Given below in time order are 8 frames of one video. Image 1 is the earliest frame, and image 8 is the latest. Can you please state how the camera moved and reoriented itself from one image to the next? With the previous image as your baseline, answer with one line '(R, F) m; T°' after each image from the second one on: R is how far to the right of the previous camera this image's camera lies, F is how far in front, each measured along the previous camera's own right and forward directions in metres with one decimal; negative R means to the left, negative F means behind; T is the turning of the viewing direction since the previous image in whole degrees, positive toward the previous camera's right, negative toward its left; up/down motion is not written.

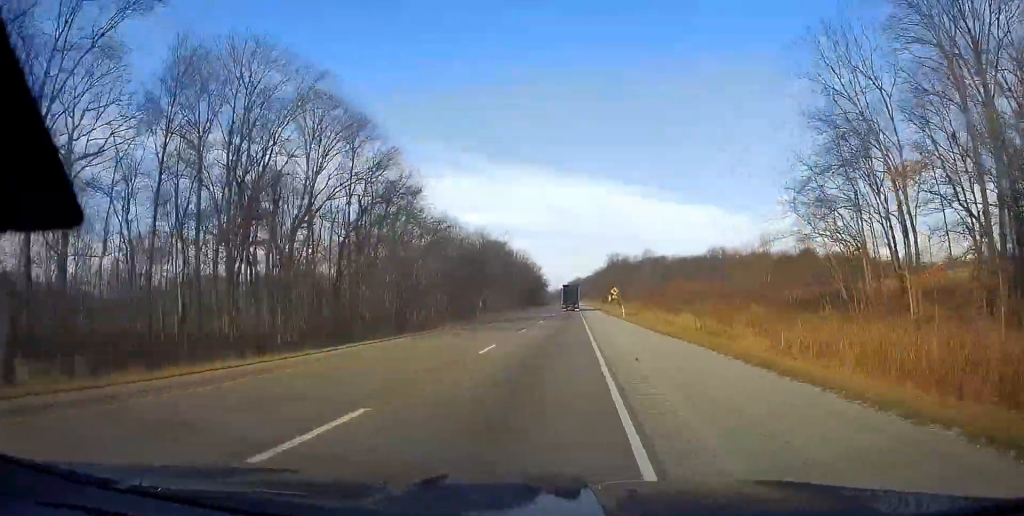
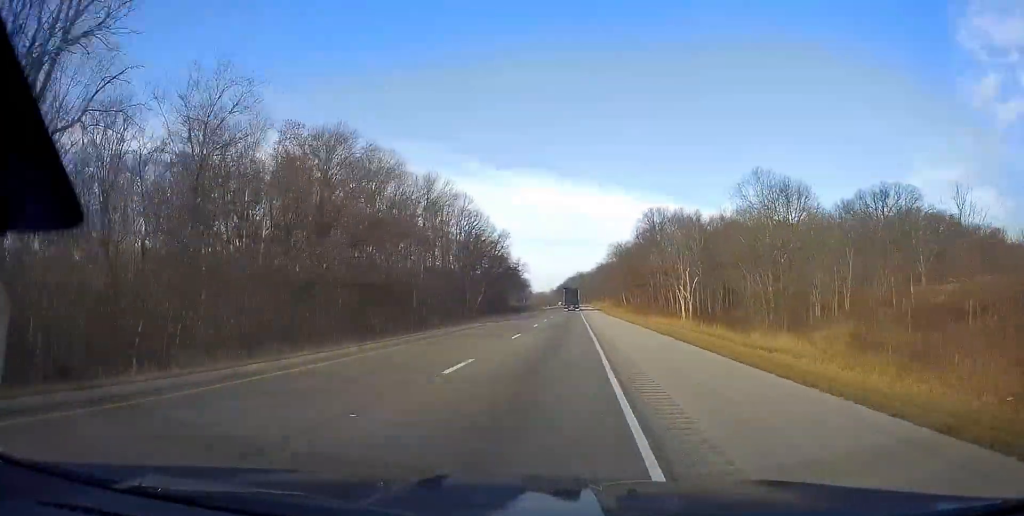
(-0.8, +164.6) m; 0°
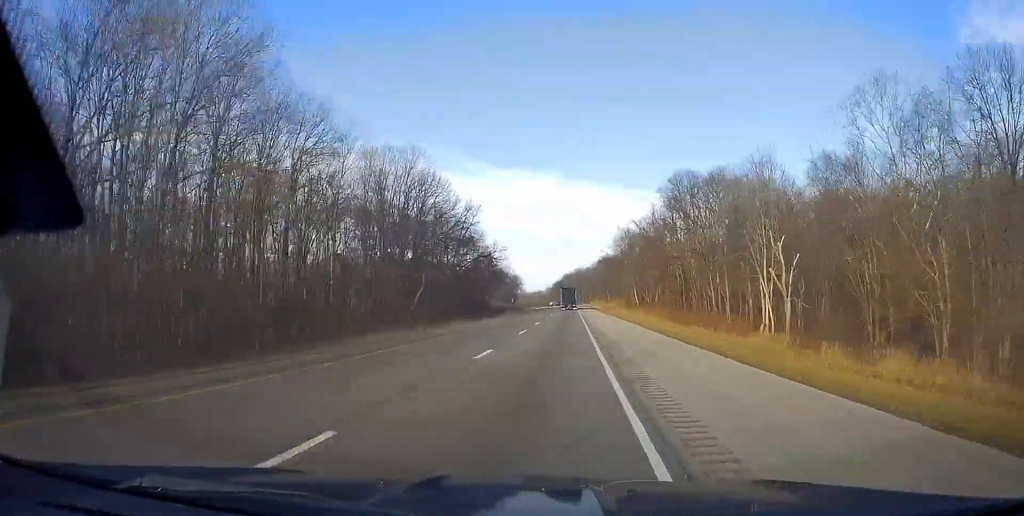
(-0.2, +45.5) m; 0°
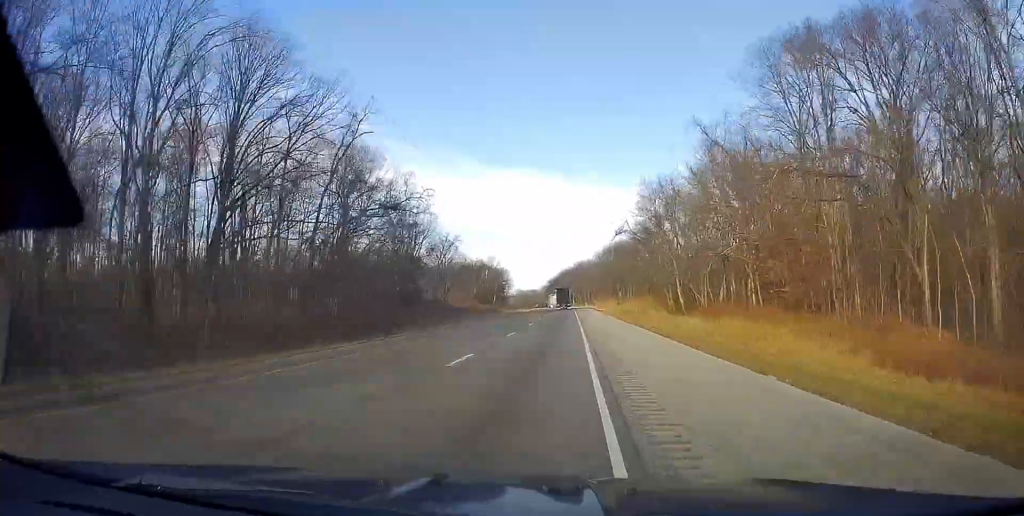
(-0.1, +62.9) m; 0°
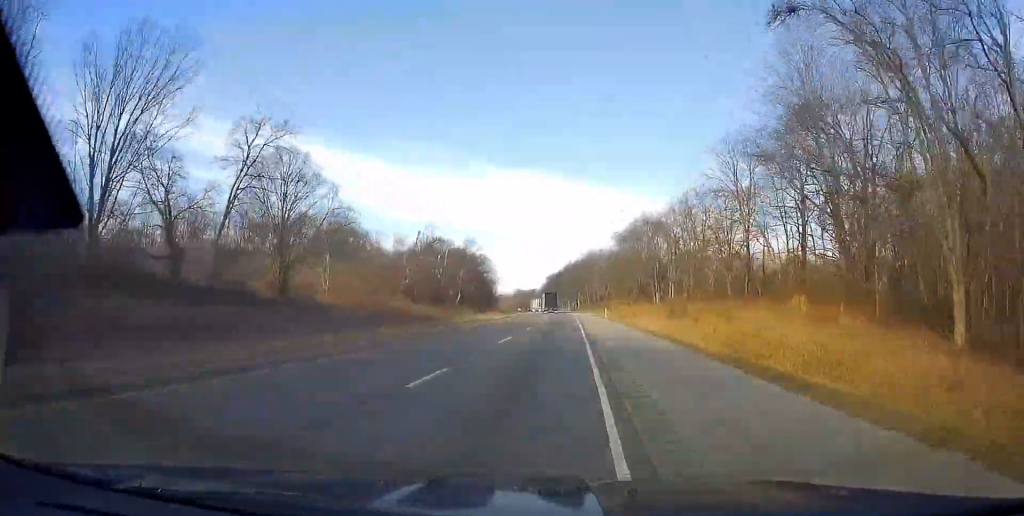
(+0.4, +75.8) m; 0°
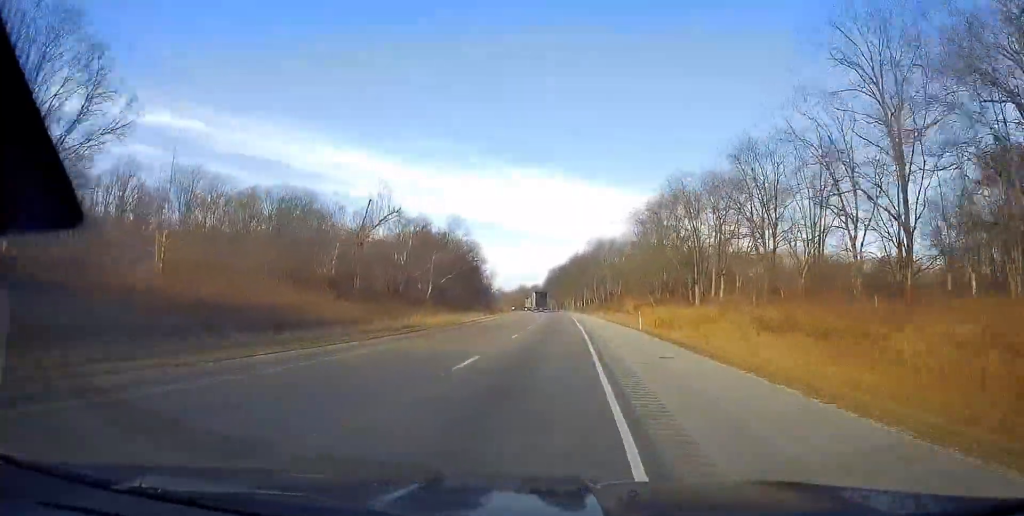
(-0.1, +33.6) m; 0°
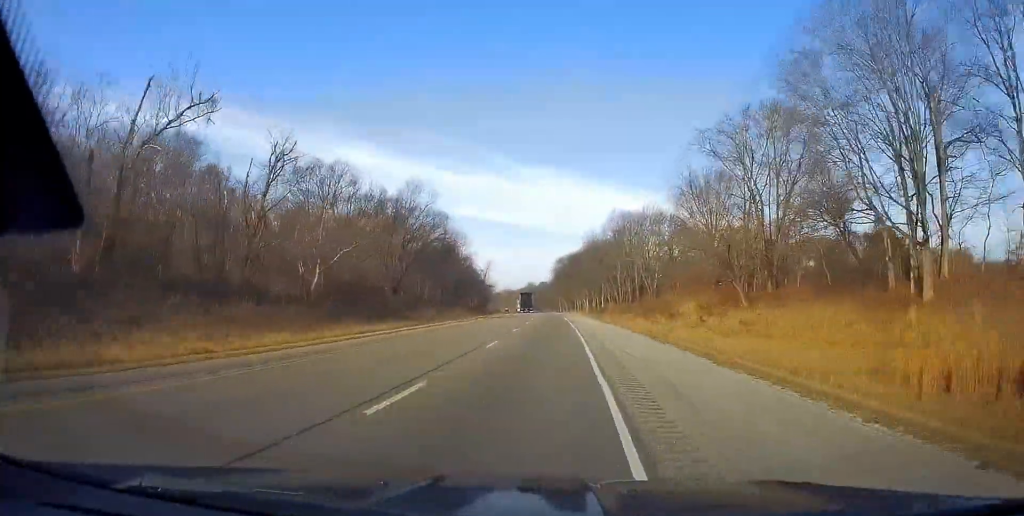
(-0.6, +54.2) m; -1°
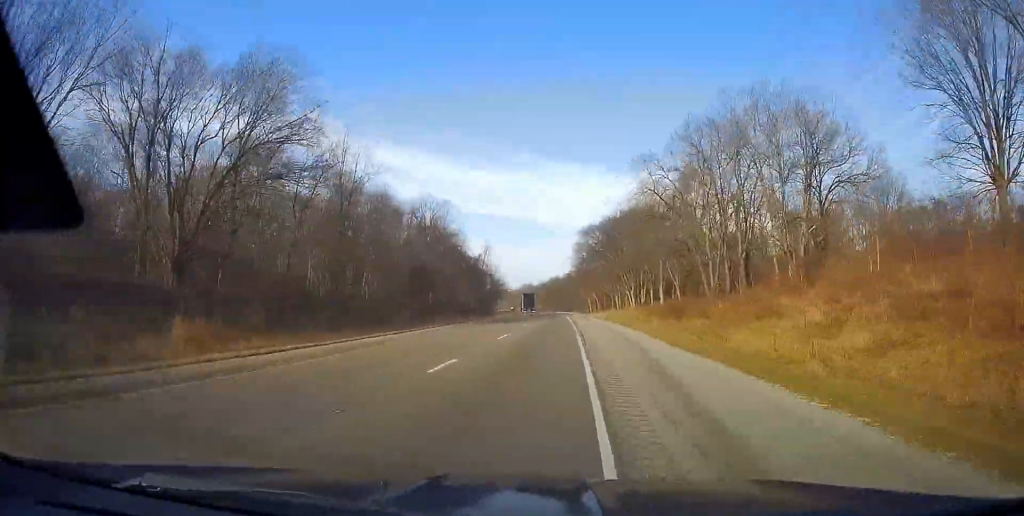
(-0.7, +68.5) m; -2°
